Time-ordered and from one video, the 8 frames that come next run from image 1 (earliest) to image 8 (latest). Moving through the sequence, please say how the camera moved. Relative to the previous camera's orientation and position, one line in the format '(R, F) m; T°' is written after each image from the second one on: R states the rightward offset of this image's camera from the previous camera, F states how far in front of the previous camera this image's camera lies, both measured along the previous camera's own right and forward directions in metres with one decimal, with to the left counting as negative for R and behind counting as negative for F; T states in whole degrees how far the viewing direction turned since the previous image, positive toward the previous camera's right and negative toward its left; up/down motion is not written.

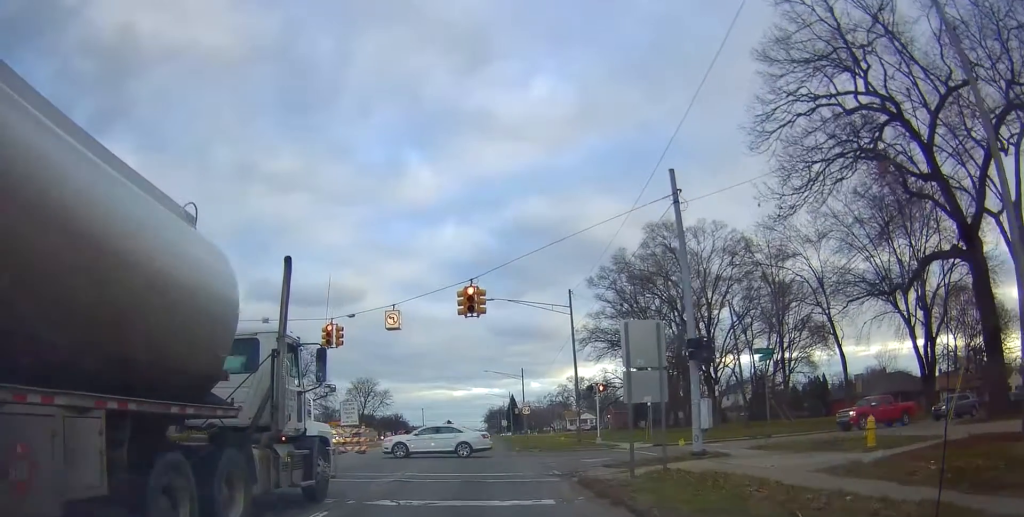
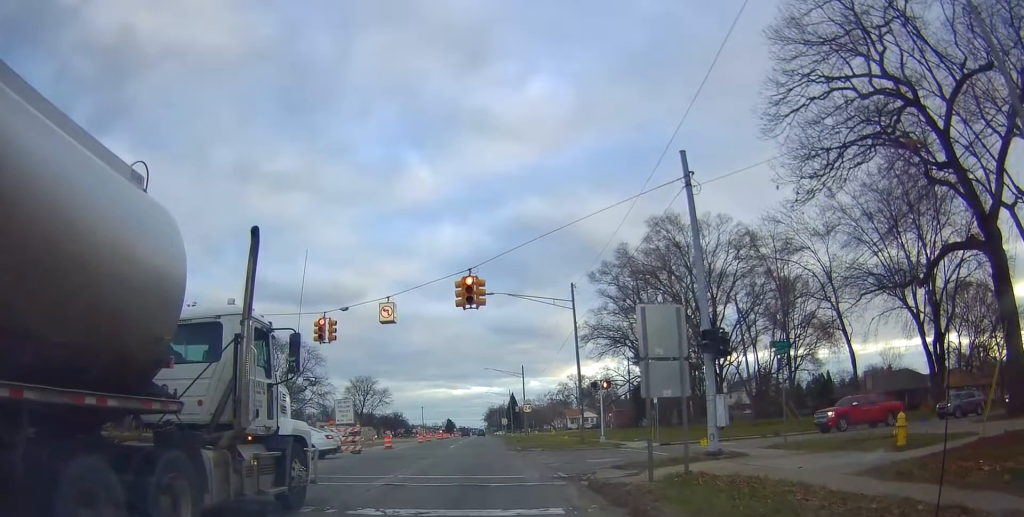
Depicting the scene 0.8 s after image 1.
(0.0, +0.5) m; +2°
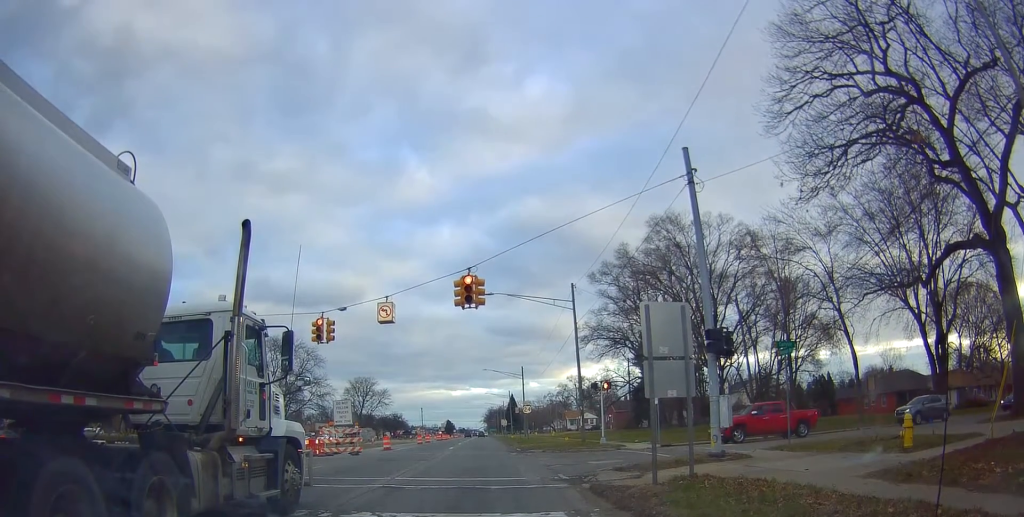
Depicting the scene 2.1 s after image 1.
(0.0, +0.1) m; 0°
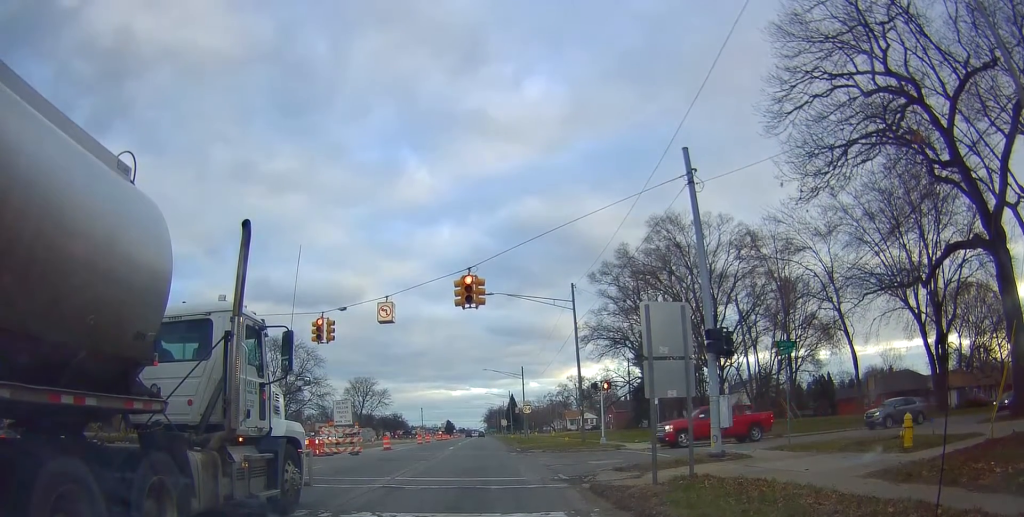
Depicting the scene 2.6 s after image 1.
(0.0, -0.1) m; 0°
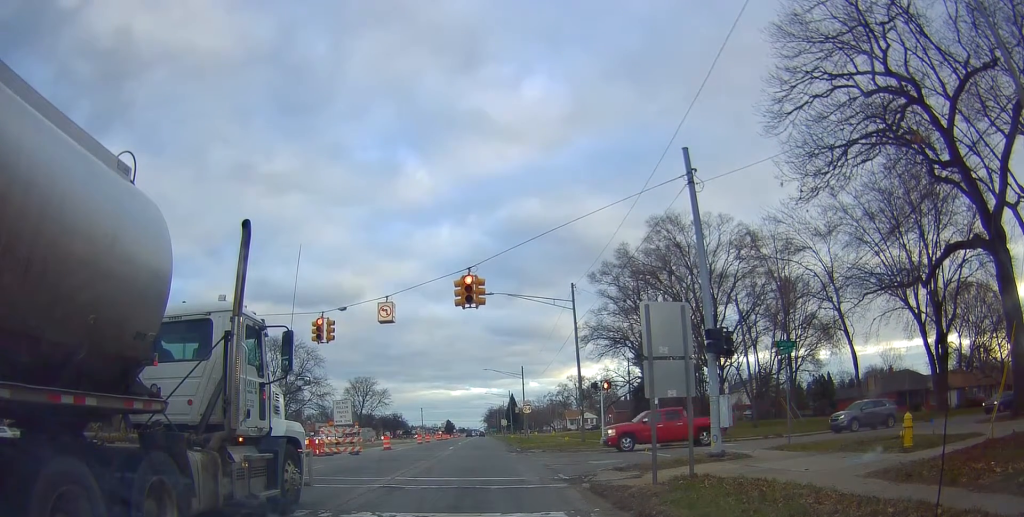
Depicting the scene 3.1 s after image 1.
(0.0, -0.1) m; 0°
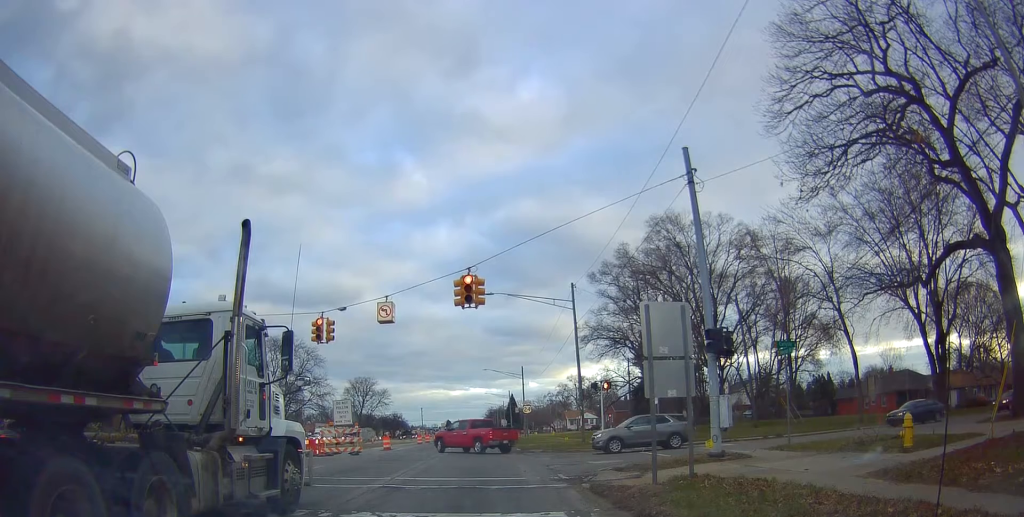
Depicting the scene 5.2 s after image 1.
(0.0, 0.0) m; 0°
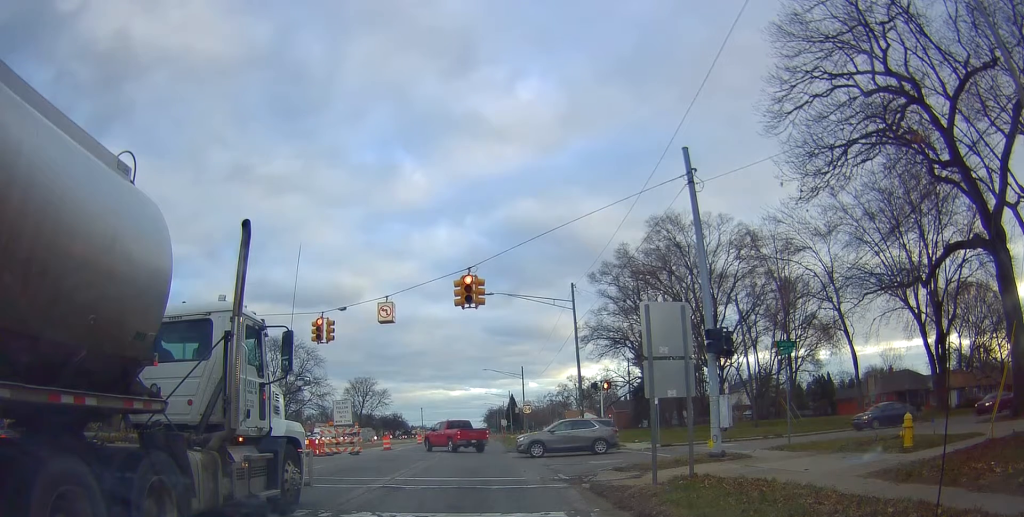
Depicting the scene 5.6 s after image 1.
(0.0, 0.0) m; 0°
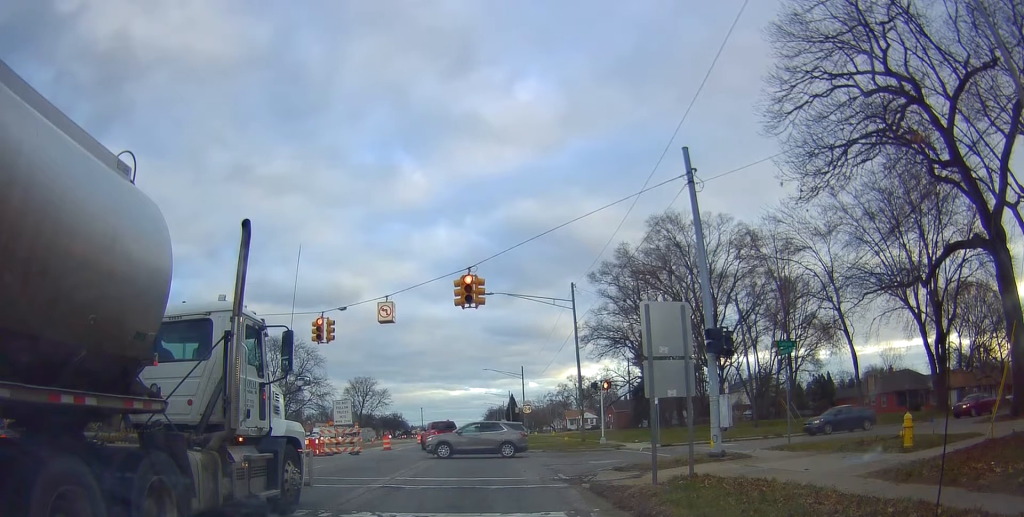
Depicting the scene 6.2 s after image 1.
(0.0, 0.0) m; 0°
